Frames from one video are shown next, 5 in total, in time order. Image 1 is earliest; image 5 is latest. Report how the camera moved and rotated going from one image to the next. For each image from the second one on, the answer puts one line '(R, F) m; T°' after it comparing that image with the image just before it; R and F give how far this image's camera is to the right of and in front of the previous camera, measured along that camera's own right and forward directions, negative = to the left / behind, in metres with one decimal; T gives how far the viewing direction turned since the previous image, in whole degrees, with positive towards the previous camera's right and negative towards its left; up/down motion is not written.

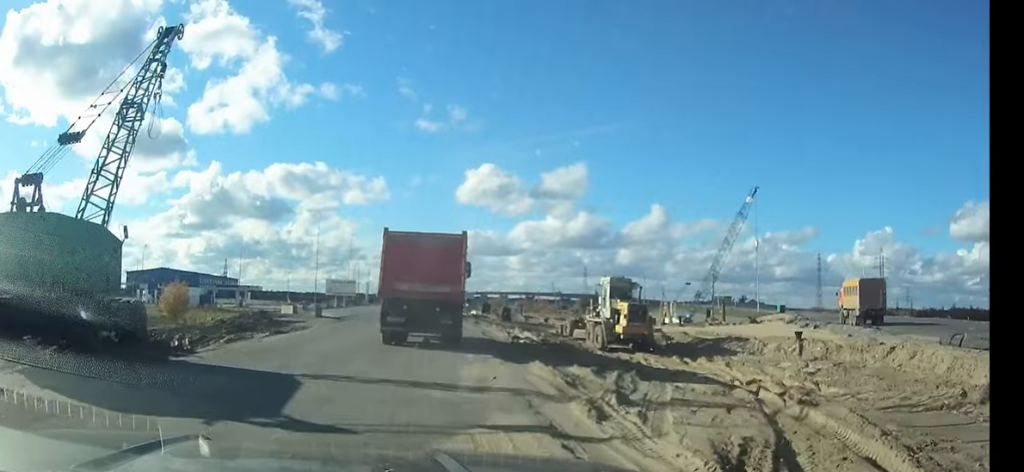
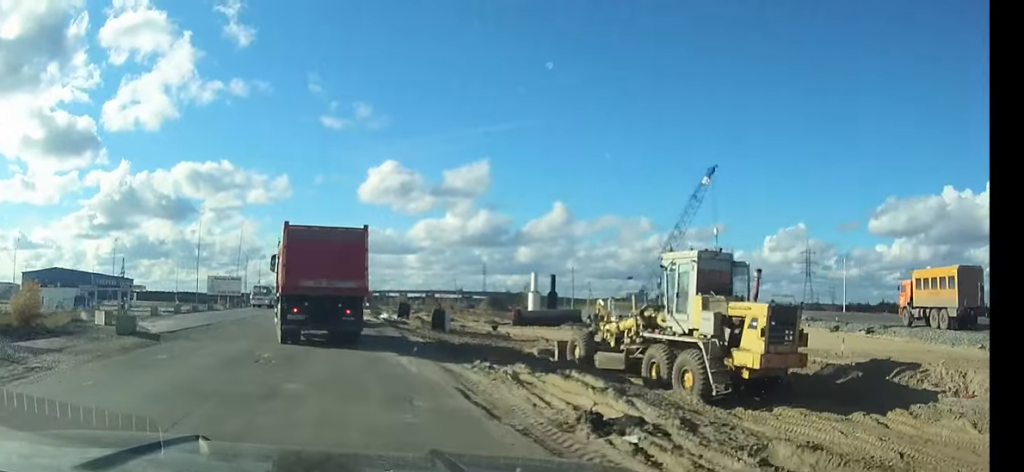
(+0.7, +17.6) m; +2°
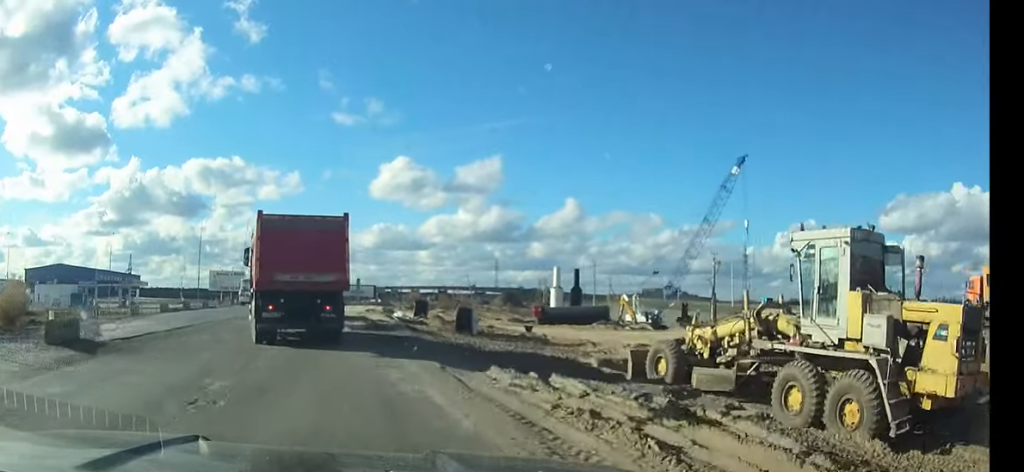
(-0.1, +5.1) m; -1°
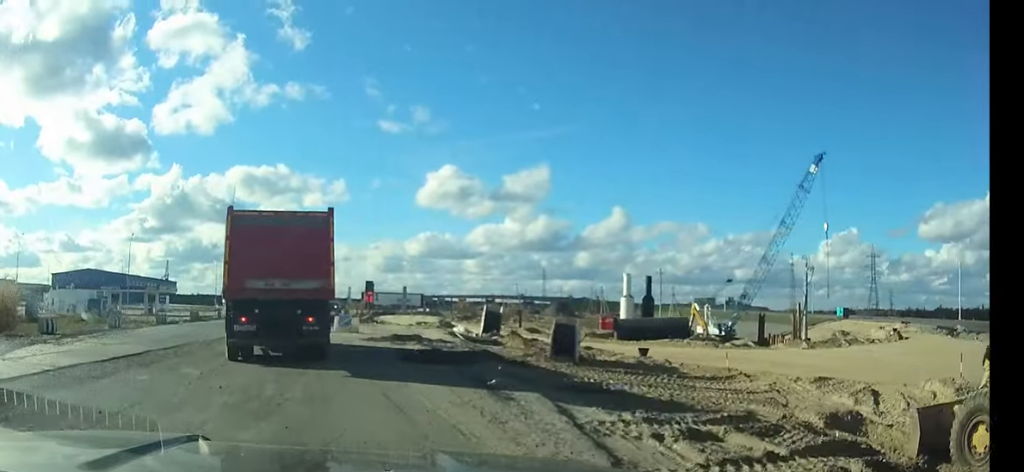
(-0.2, +8.4) m; -4°
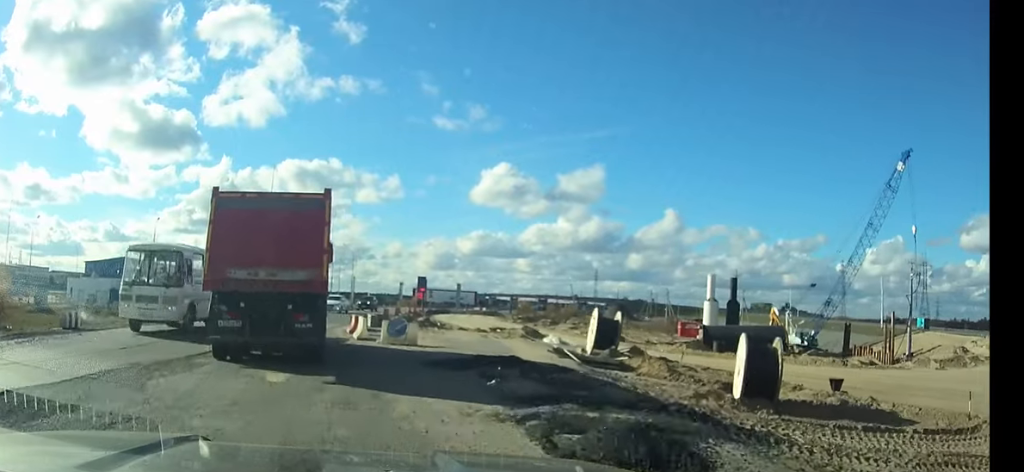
(-0.4, +8.3) m; -6°
